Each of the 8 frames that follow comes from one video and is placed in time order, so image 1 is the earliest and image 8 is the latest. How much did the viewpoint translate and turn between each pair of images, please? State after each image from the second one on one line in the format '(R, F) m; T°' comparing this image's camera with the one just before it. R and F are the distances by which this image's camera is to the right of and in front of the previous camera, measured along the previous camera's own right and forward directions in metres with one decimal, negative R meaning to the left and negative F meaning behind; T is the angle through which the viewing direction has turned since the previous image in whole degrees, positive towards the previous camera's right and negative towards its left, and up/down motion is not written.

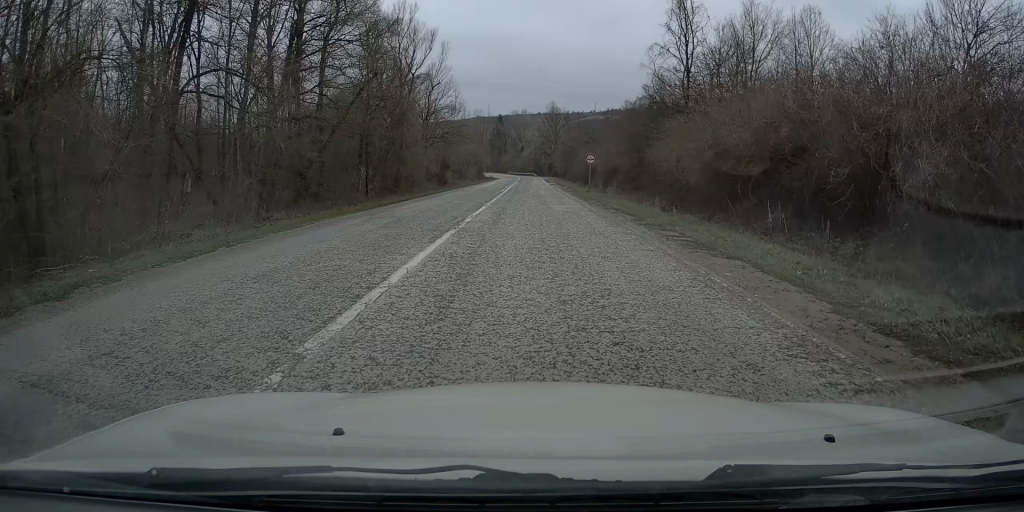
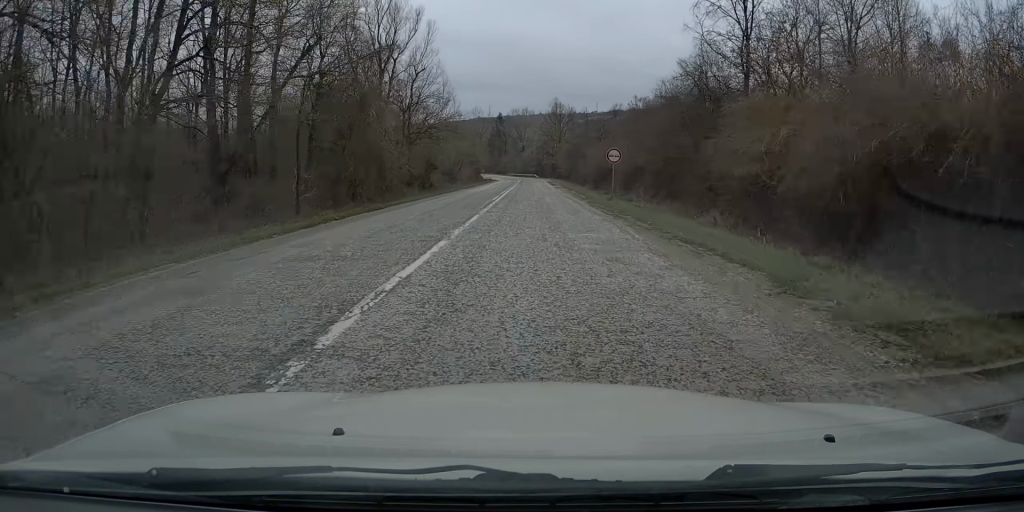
(0.0, +10.8) m; -1°
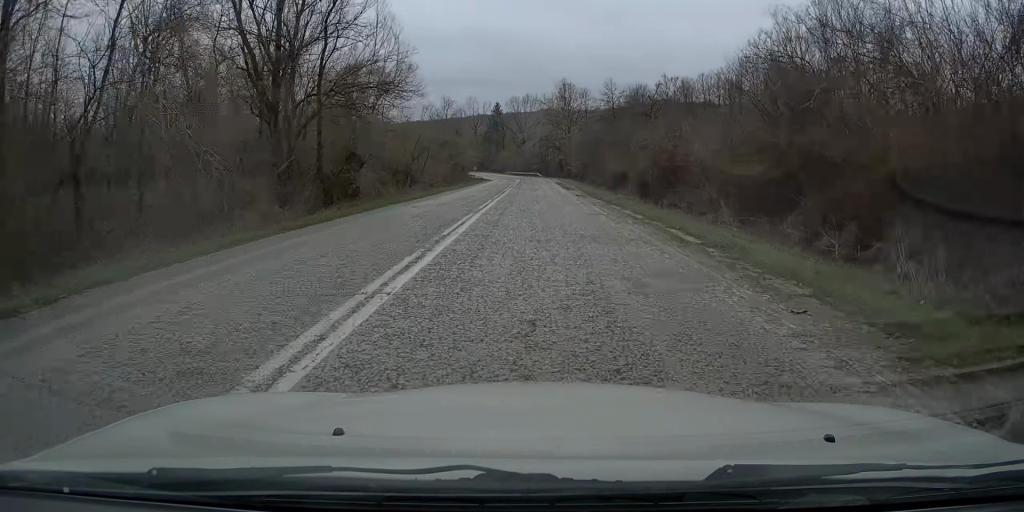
(-0.5, +26.4) m; 0°
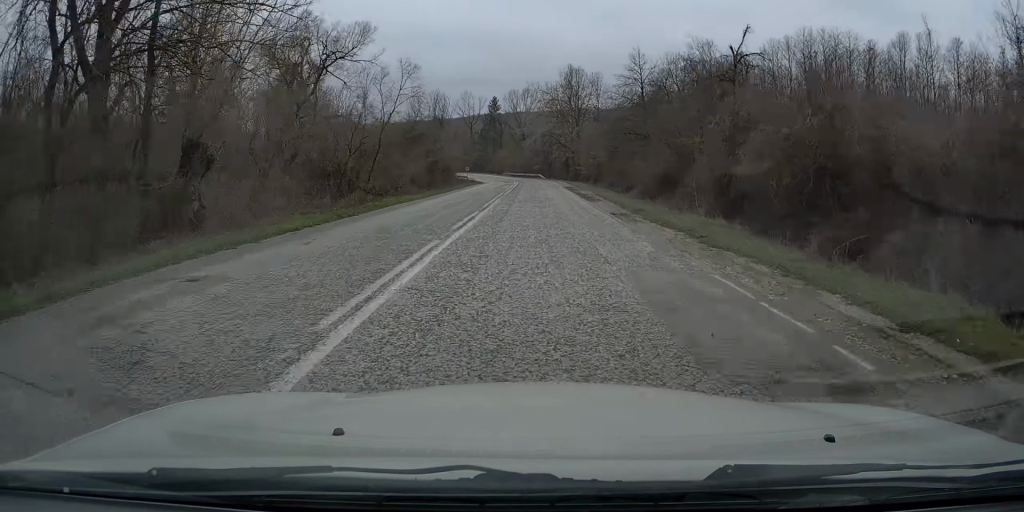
(+0.3, +16.2) m; +1°
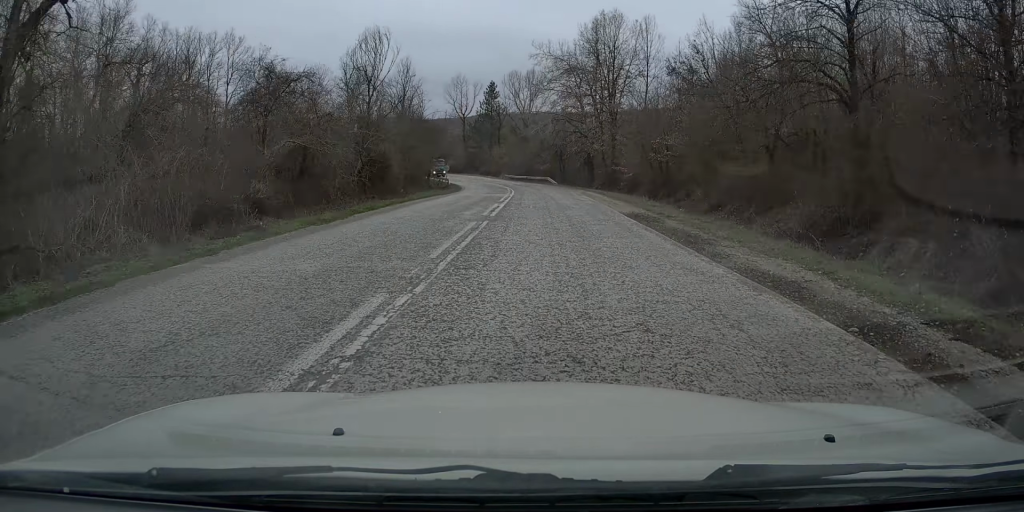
(0.0, +31.4) m; 0°
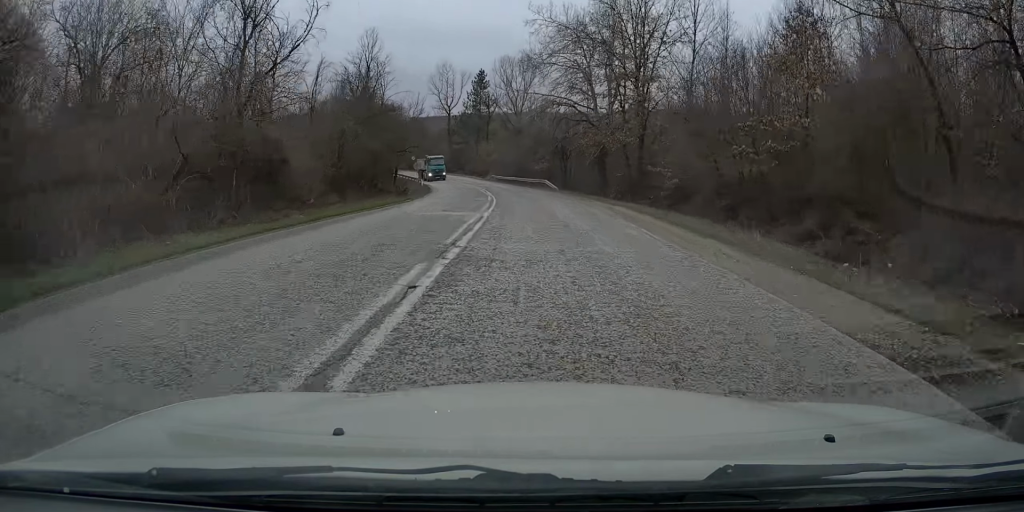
(0.0, +16.0) m; 0°
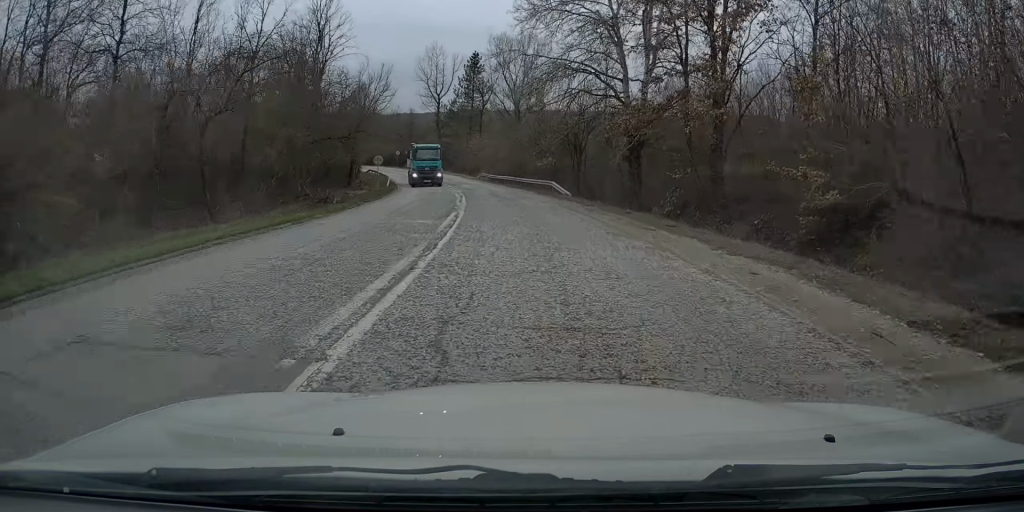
(-0.1, +15.9) m; 0°
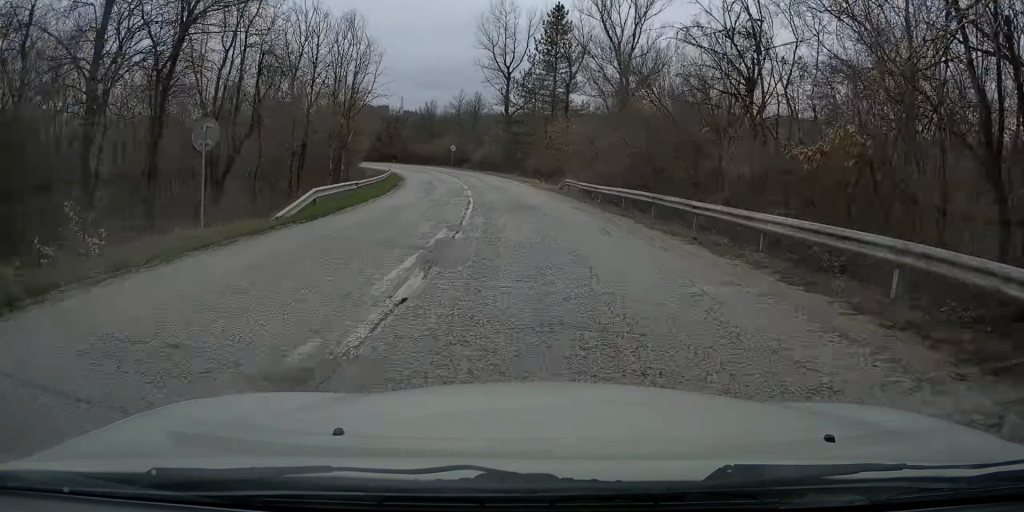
(-0.4, +33.7) m; -3°
